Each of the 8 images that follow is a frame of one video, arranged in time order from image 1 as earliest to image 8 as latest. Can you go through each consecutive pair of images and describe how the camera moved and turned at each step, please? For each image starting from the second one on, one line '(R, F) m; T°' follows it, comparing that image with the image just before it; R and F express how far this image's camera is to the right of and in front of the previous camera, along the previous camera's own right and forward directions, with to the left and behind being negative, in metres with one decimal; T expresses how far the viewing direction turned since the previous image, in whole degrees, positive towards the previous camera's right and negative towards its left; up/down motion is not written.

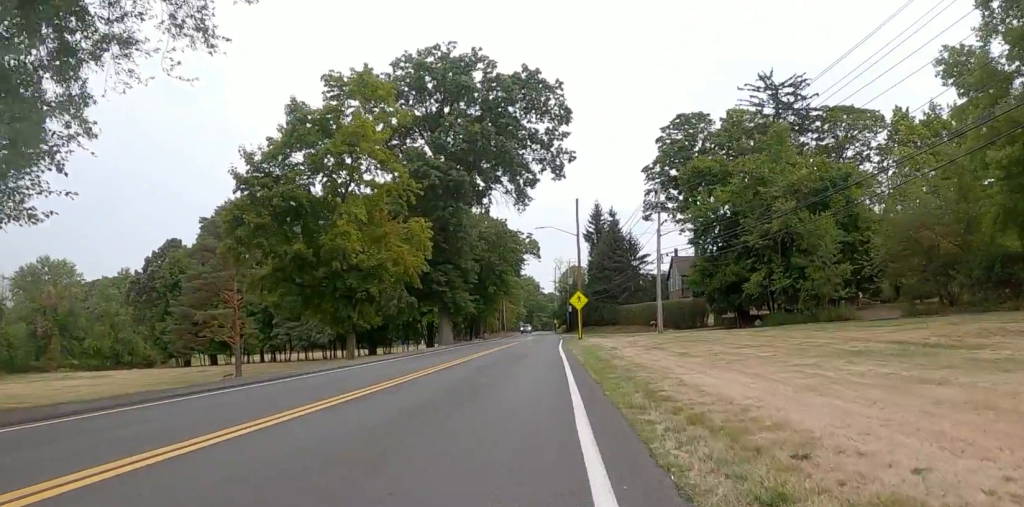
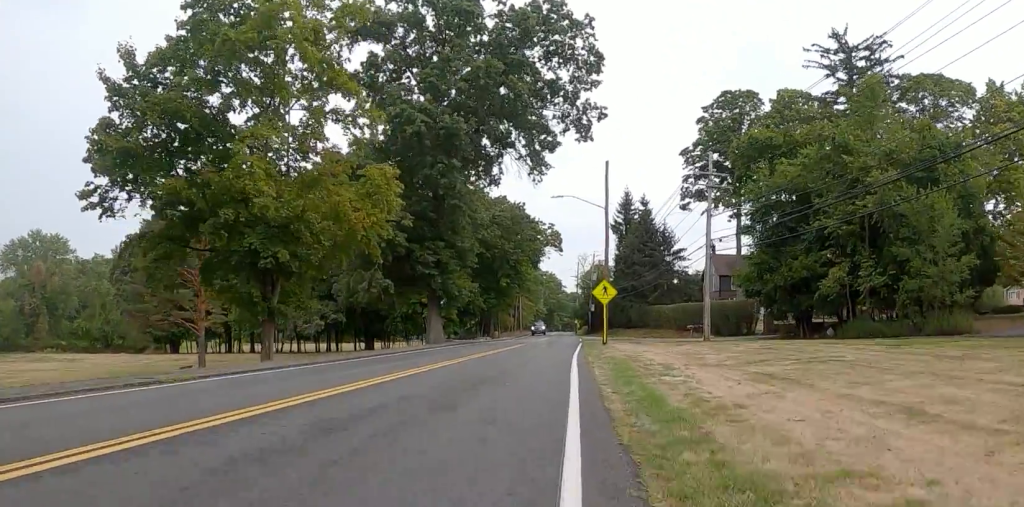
(0.0, +10.3) m; 0°
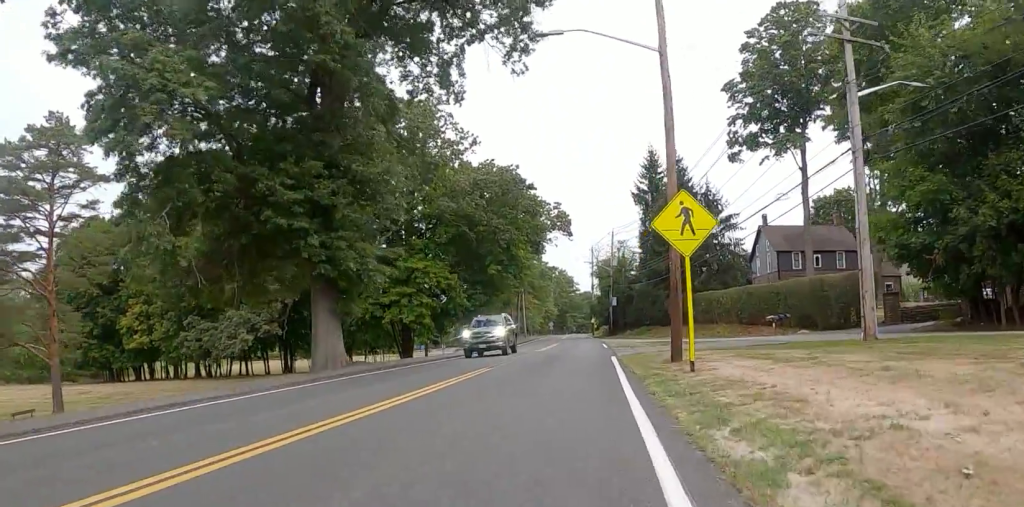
(0.0, +18.8) m; 0°
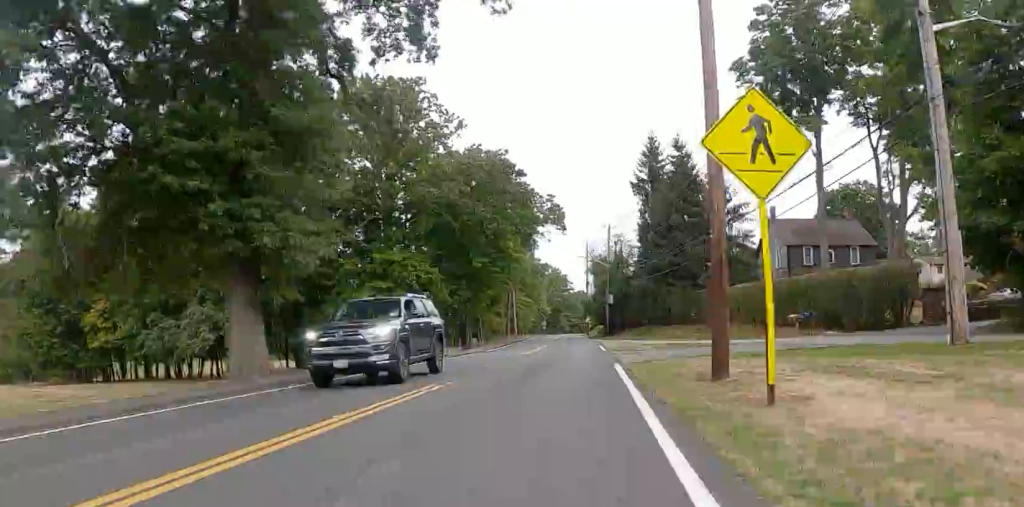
(0.0, +4.8) m; 0°
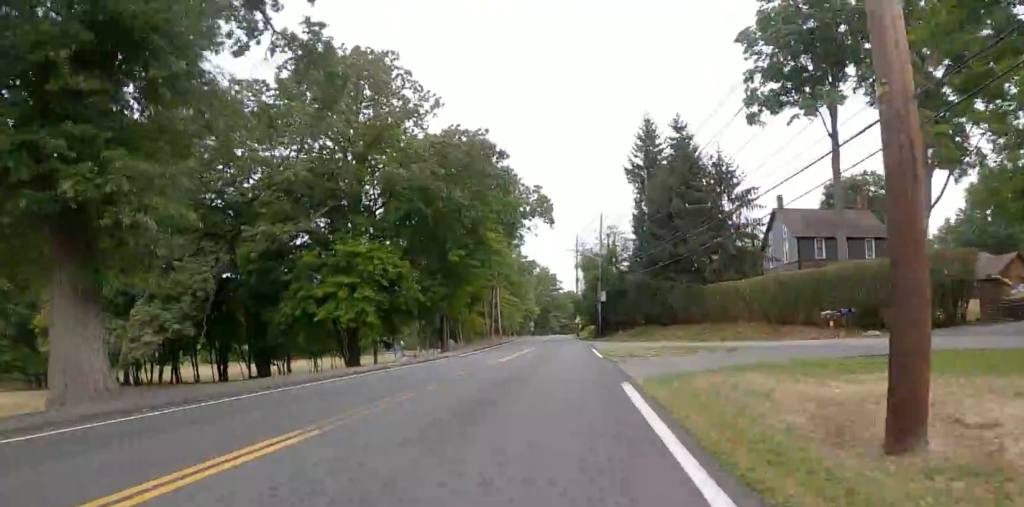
(0.0, +5.4) m; 0°
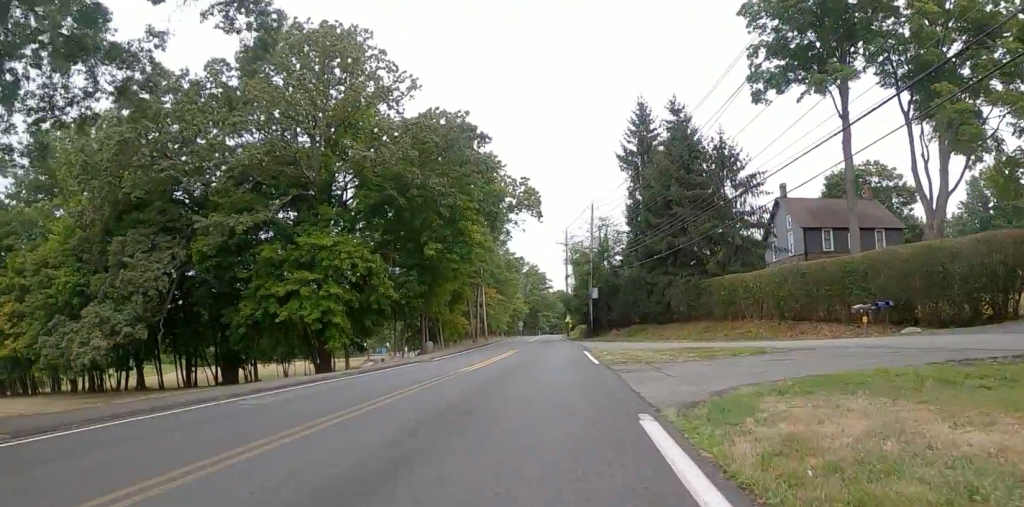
(0.0, +3.8) m; 0°
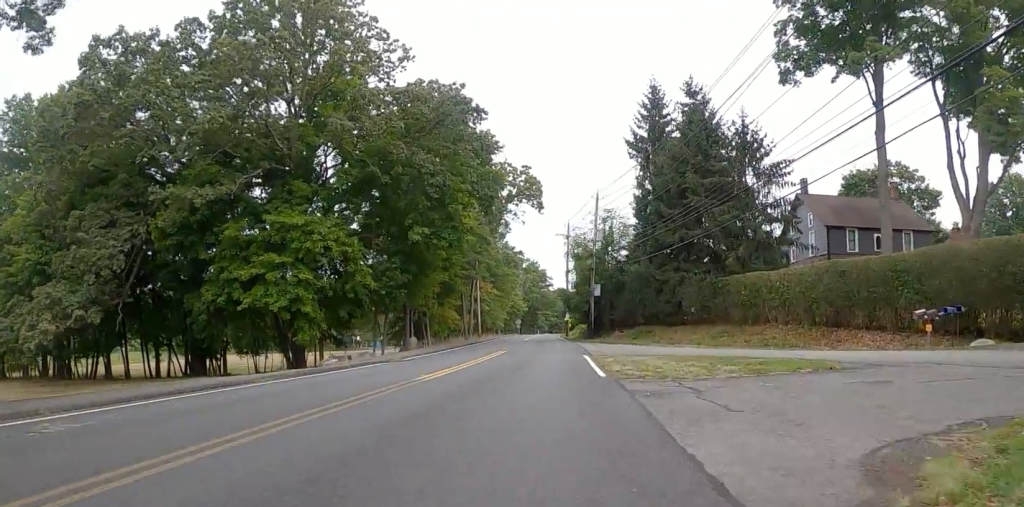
(0.0, +4.2) m; 0°
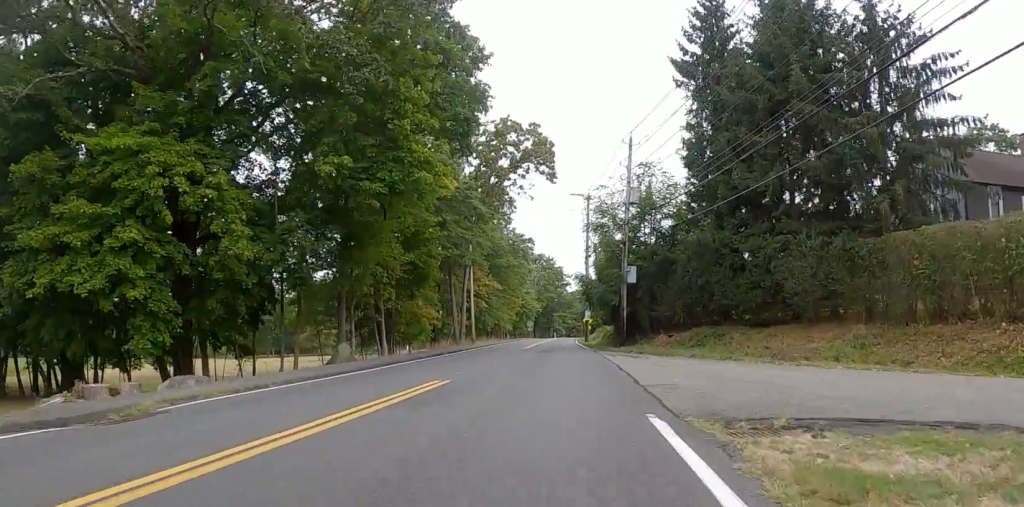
(0.0, +14.7) m; 0°
